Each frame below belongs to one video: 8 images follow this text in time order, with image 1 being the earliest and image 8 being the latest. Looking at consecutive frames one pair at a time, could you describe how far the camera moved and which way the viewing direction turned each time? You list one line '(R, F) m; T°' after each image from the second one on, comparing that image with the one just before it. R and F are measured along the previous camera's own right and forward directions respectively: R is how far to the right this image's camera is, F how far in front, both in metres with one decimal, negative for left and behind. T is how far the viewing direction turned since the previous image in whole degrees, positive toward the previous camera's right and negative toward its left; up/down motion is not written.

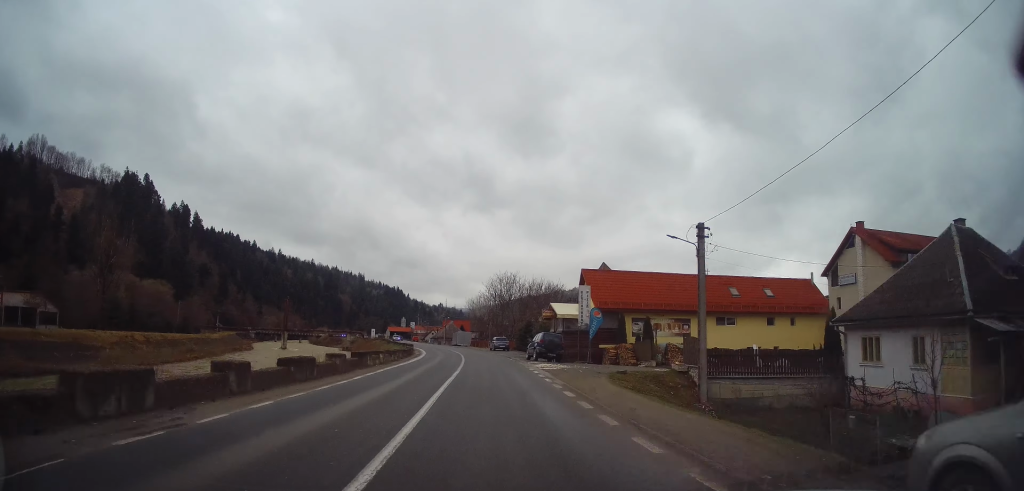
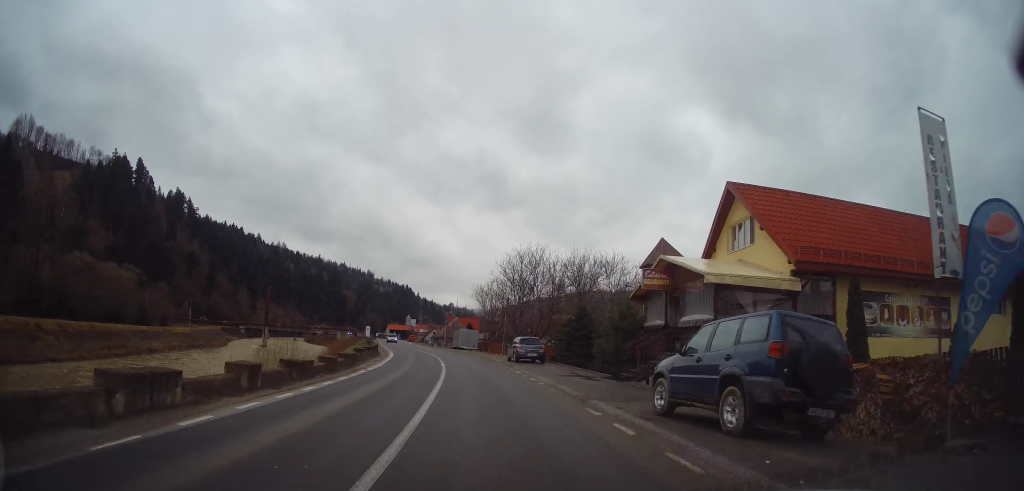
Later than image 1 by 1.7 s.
(-0.5, +26.5) m; -1°
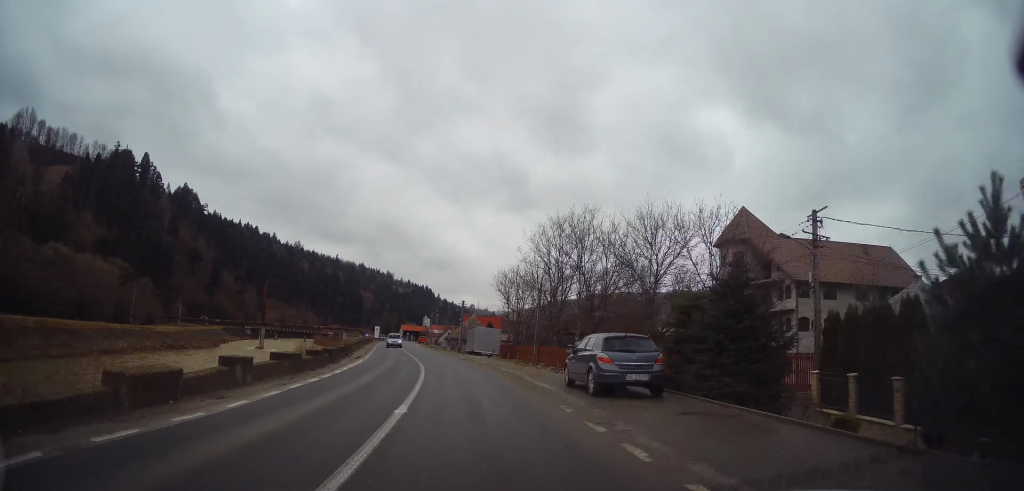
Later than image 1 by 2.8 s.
(-0.2, +17.5) m; -3°
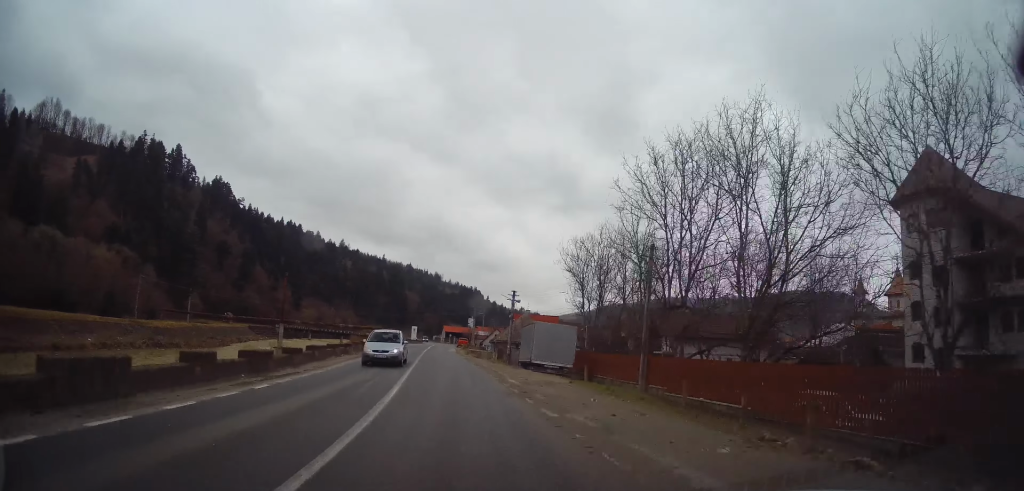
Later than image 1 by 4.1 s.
(-1.1, +20.1) m; -6°
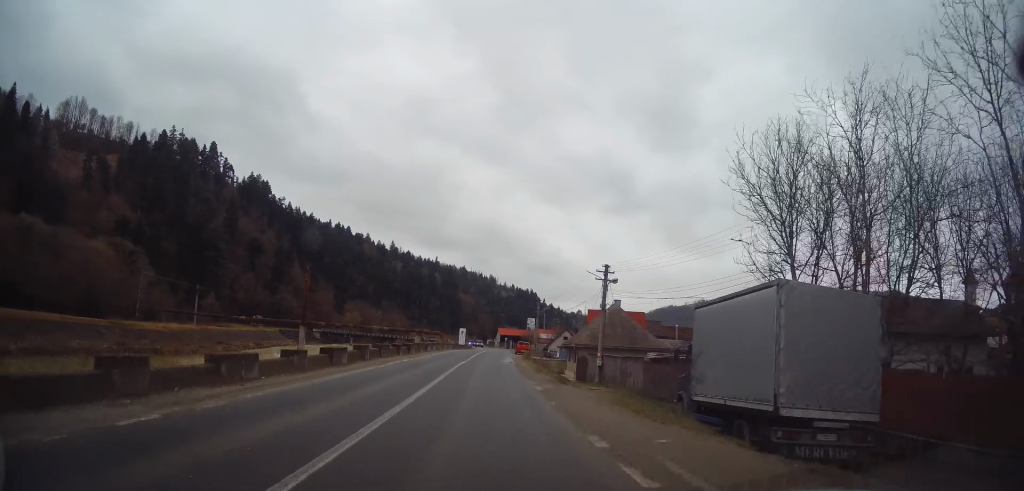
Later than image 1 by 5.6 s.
(-1.1, +22.2) m; -3°
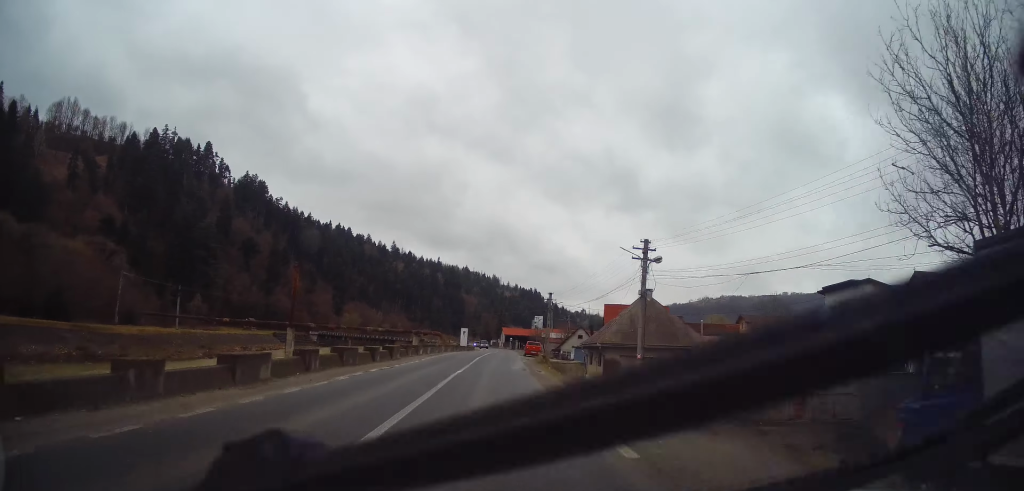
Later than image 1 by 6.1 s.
(+0.1, +8.8) m; 0°
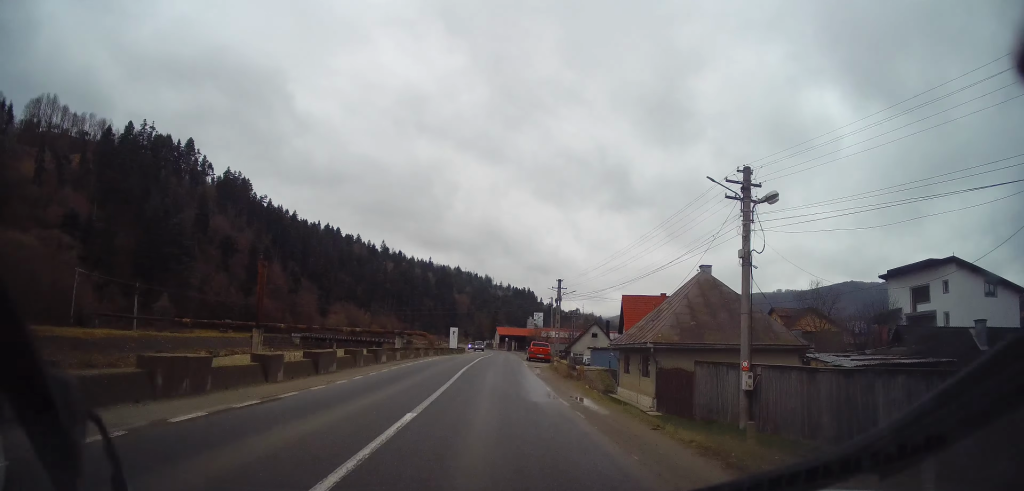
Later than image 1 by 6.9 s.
(0.0, +12.5) m; 0°
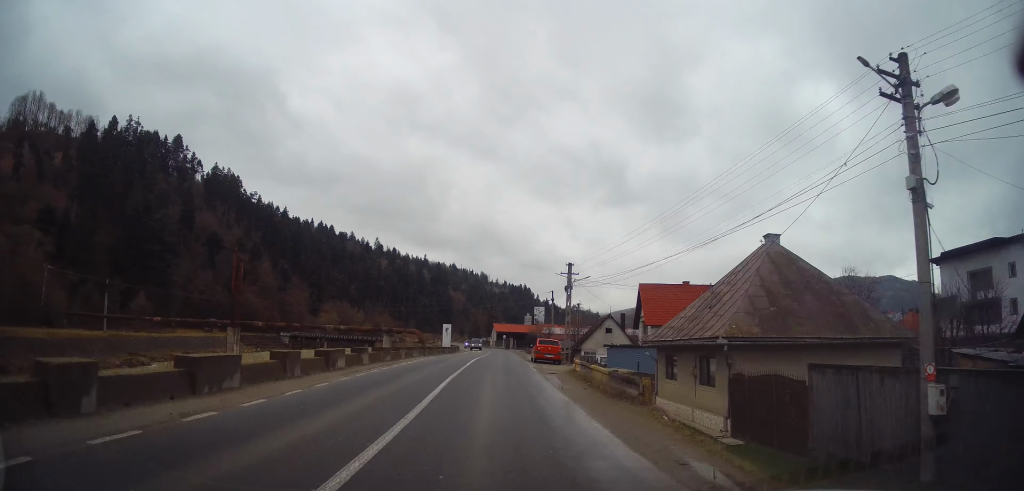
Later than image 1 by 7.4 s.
(0.0, +7.8) m; 0°
